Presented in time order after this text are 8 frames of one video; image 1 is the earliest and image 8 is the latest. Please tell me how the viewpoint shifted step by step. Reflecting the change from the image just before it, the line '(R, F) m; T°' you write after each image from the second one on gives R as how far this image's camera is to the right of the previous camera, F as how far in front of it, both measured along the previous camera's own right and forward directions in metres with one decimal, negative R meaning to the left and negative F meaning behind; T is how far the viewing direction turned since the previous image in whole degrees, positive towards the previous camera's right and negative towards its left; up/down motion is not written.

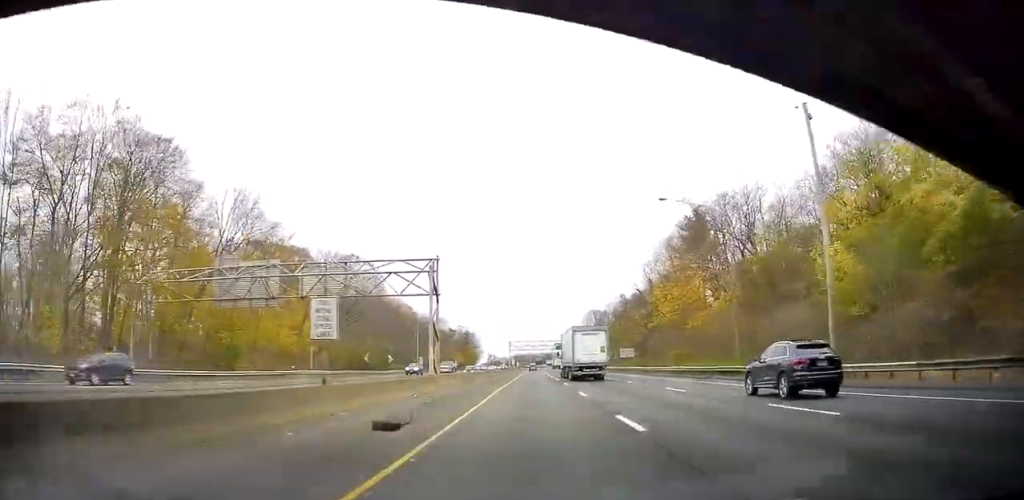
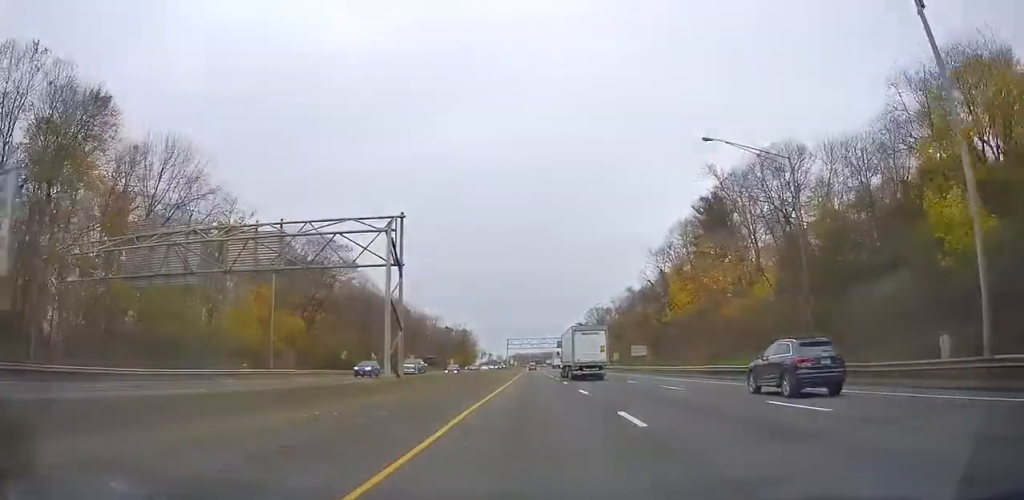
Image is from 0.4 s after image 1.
(0.0, +11.9) m; 0°
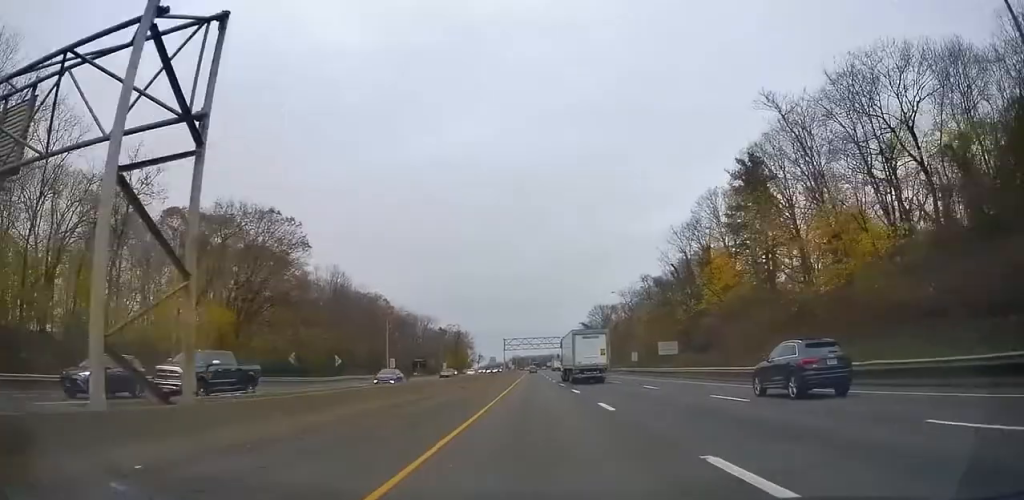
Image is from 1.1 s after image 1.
(0.0, +19.3) m; 0°
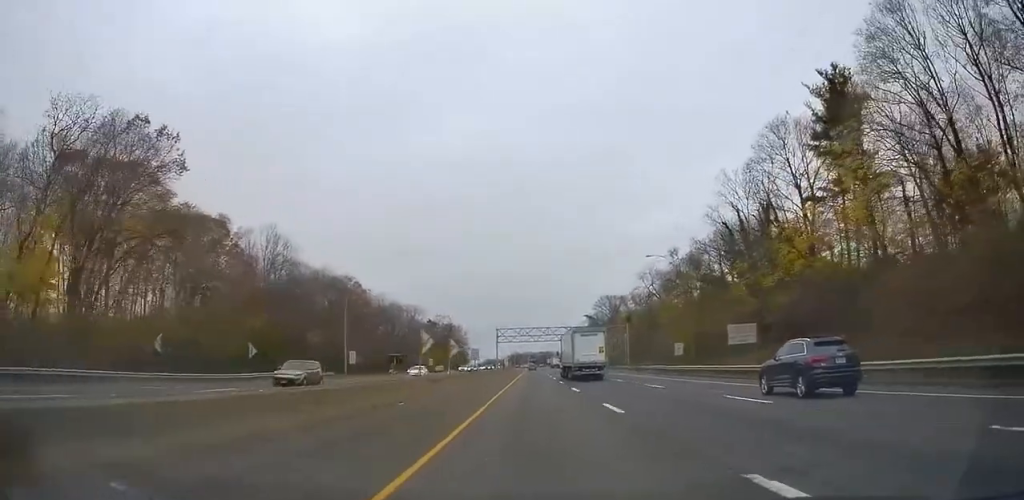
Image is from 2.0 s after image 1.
(0.0, +26.0) m; 0°
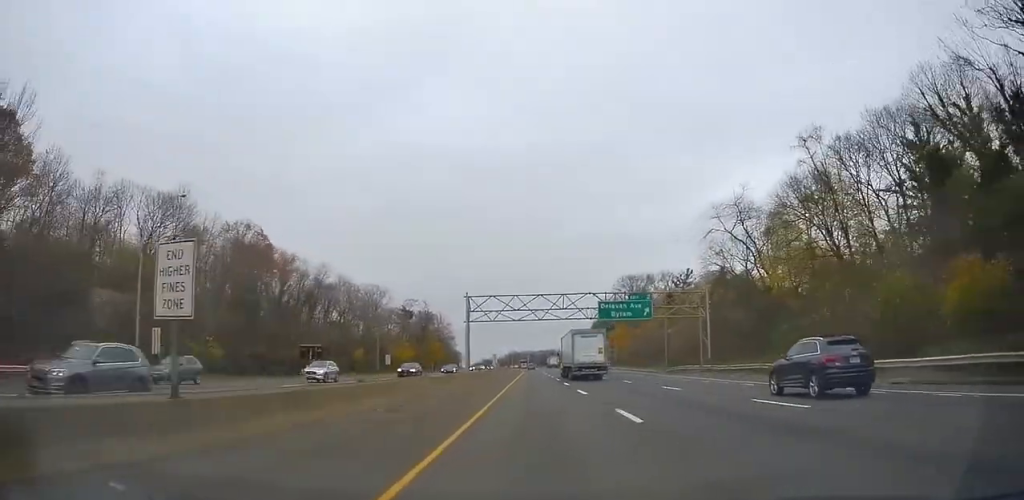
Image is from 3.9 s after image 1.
(+0.6, +51.1) m; +1°
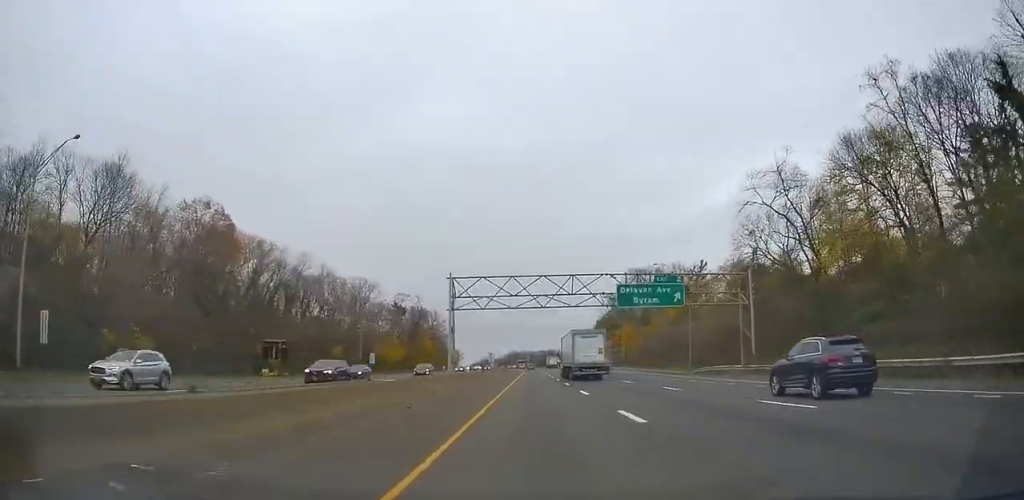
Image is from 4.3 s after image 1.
(0.0, +12.5) m; 0°
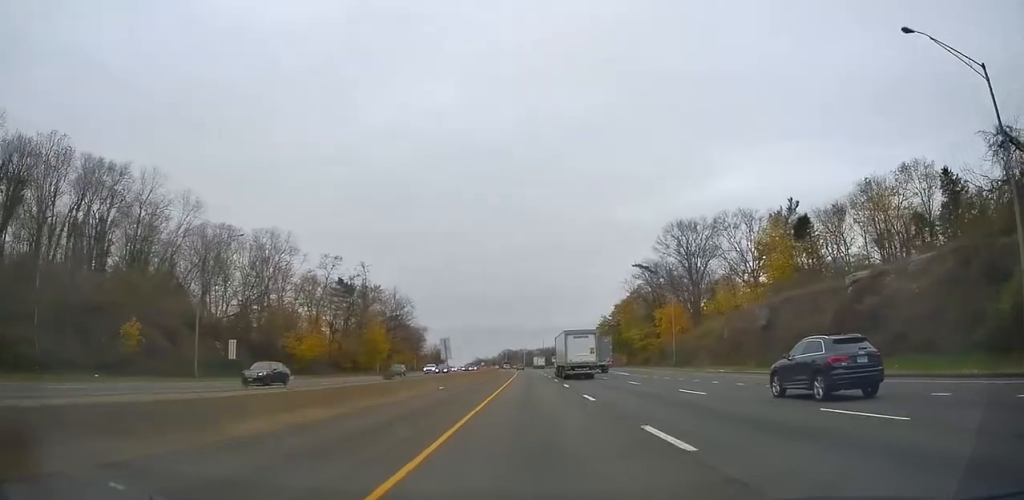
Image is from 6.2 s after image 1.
(-0.3, +52.7) m; 0°
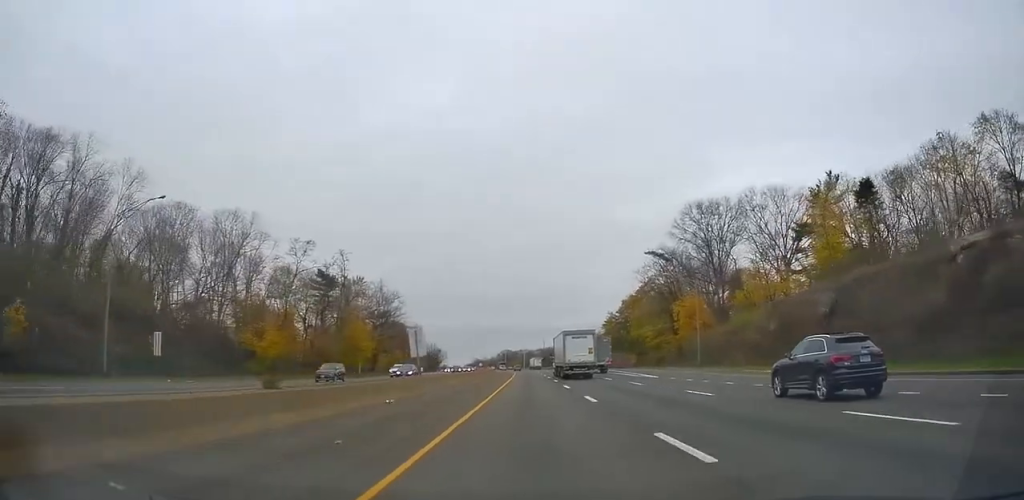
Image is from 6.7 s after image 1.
(+0.1, +13.4) m; 0°
